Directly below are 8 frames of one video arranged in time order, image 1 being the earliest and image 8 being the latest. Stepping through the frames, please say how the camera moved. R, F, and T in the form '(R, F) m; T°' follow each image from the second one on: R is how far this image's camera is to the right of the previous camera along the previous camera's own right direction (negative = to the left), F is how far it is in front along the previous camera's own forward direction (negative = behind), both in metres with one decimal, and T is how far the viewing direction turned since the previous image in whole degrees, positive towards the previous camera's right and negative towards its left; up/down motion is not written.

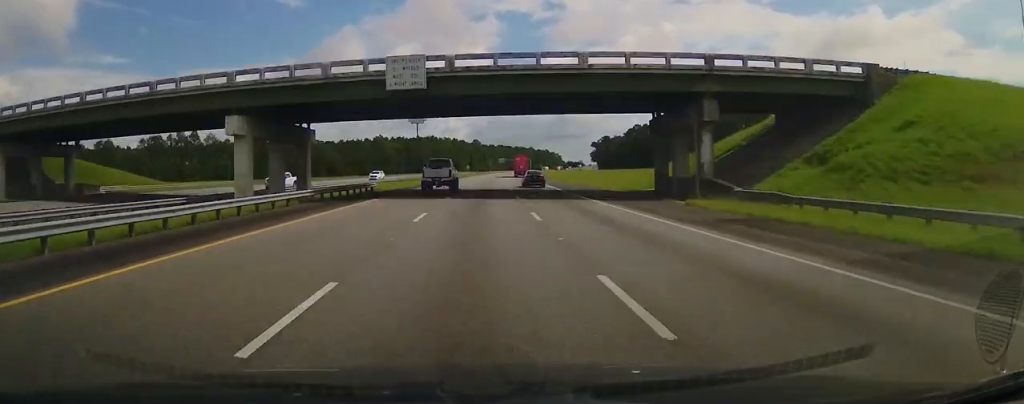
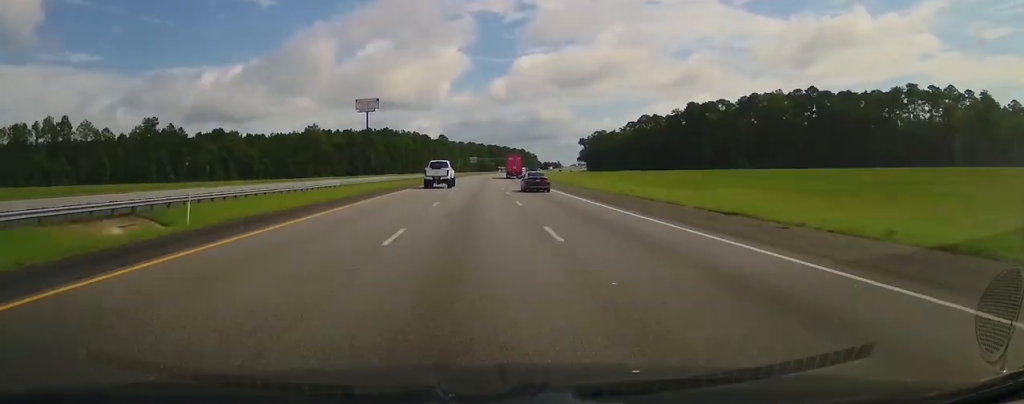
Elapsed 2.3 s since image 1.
(+1.4, +78.5) m; +3°
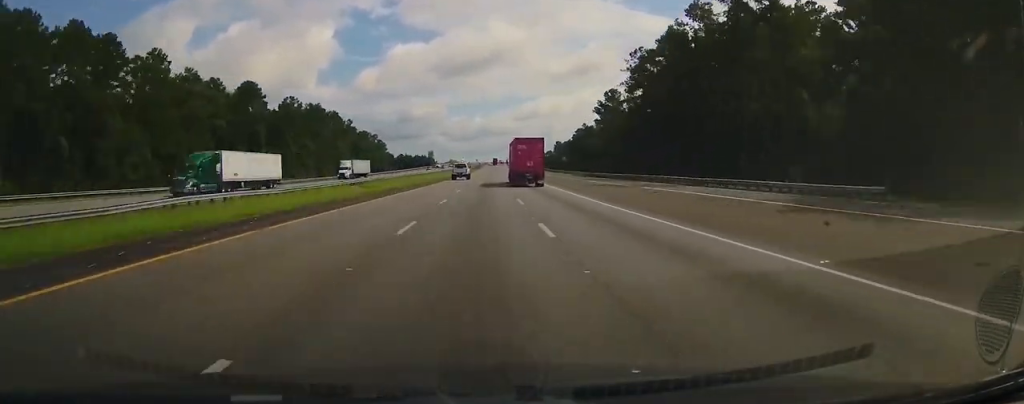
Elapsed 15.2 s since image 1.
(+56.8, +444.8) m; +13°
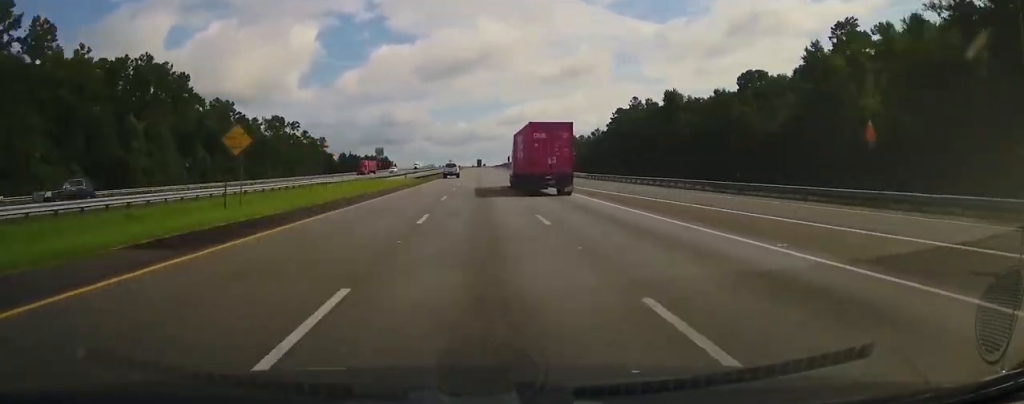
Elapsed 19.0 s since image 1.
(+2.2, +130.9) m; +1°
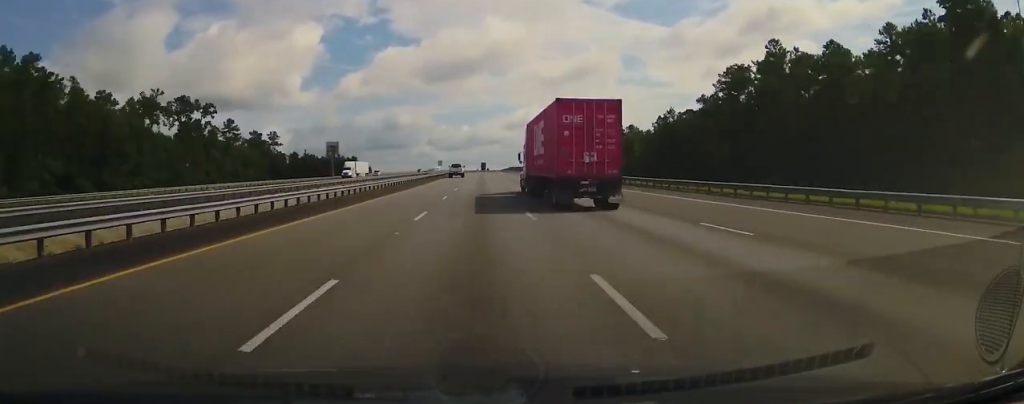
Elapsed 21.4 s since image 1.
(+0.2, +84.6) m; 0°
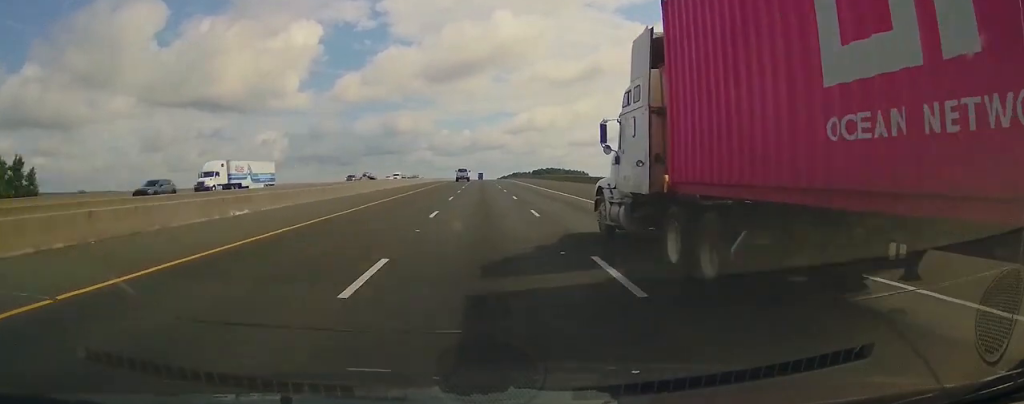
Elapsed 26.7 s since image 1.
(-0.5, +187.9) m; 0°
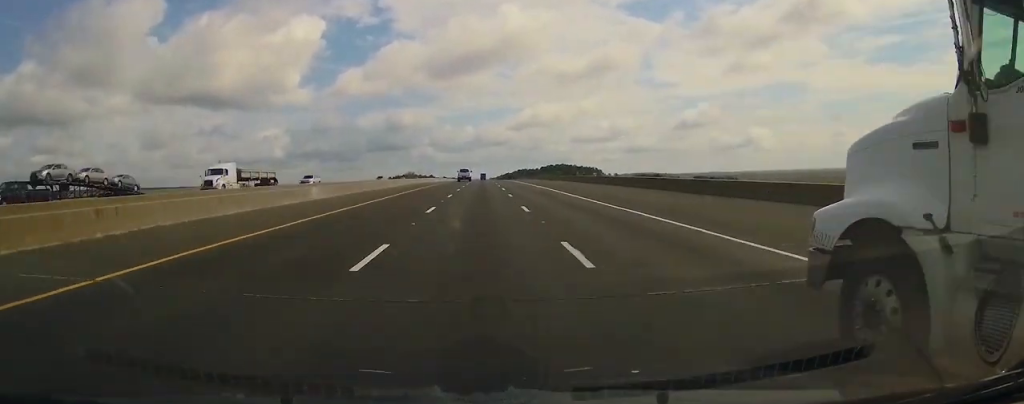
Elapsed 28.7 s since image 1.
(-0.3, +70.3) m; 0°
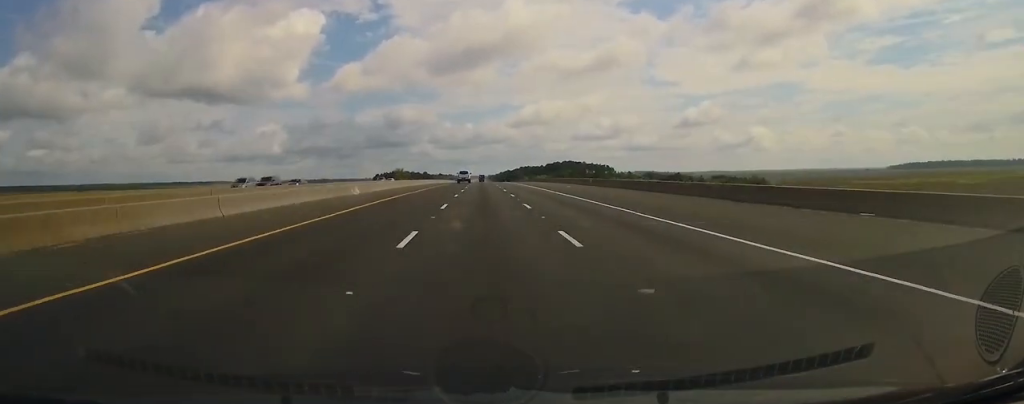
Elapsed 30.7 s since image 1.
(-0.2, +70.4) m; 0°
